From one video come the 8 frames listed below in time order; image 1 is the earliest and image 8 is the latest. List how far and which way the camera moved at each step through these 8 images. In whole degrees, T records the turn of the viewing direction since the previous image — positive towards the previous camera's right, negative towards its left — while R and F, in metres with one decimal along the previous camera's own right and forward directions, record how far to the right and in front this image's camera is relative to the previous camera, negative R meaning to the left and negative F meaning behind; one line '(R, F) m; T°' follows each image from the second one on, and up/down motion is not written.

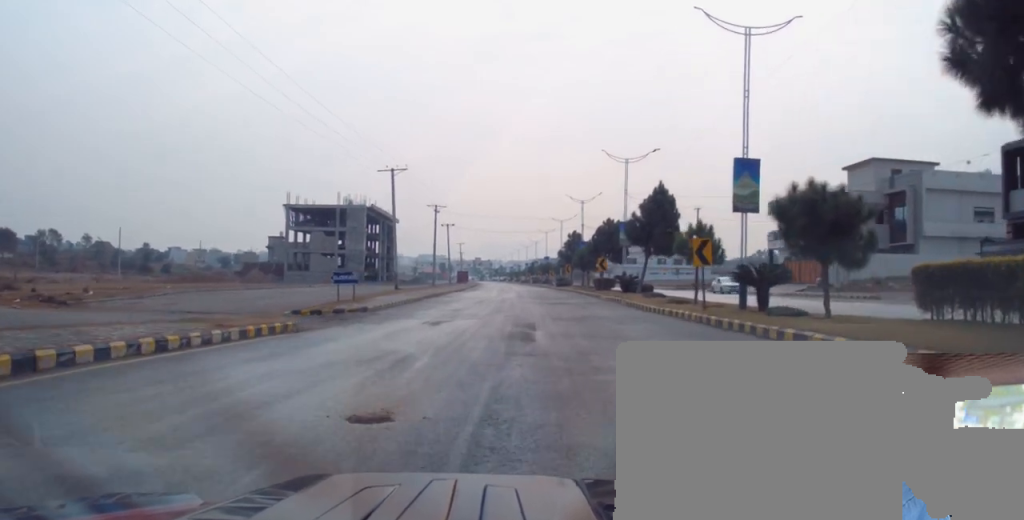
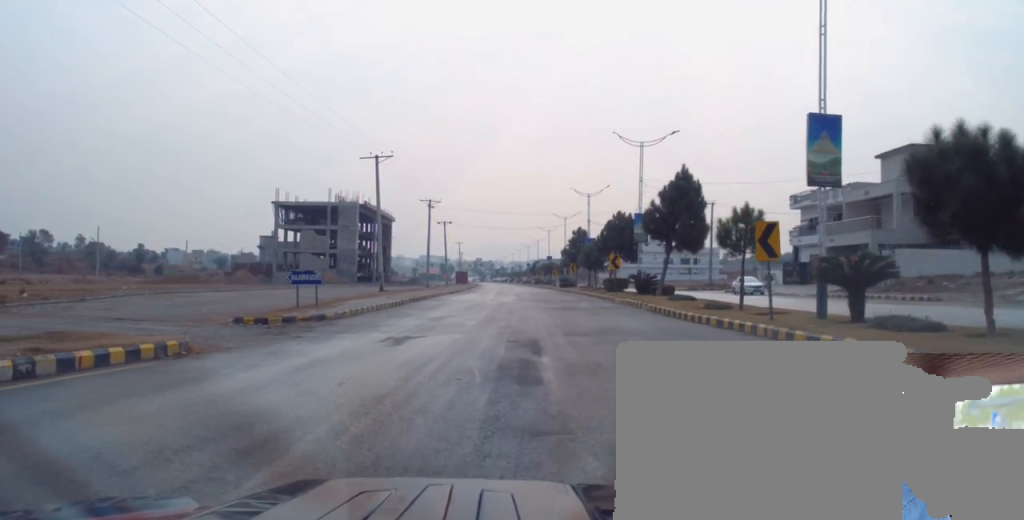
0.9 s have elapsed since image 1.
(0.0, +6.5) m; 0°
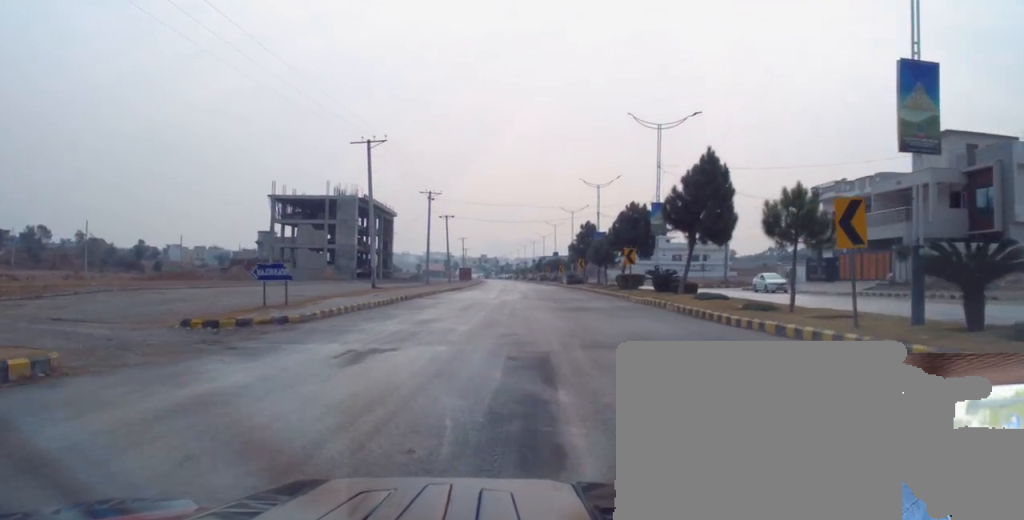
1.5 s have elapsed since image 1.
(+0.1, +4.5) m; 0°
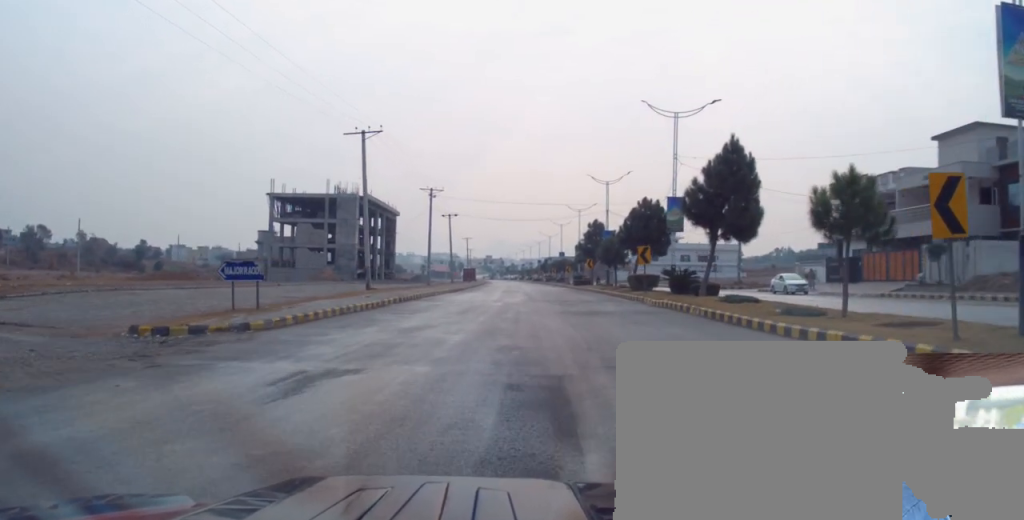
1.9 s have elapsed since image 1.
(-0.1, +3.1) m; -1°
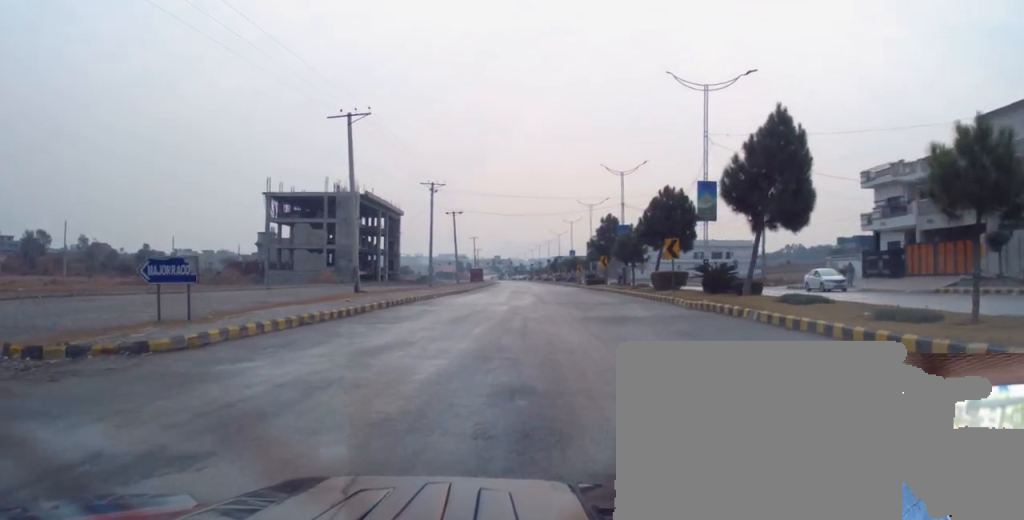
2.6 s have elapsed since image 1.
(-0.1, +5.2) m; -2°
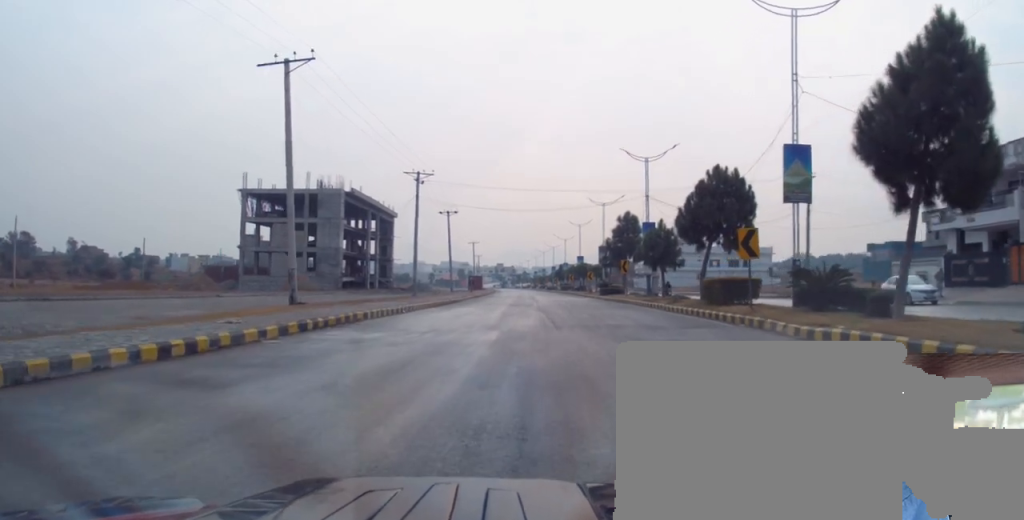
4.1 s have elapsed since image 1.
(0.0, +11.5) m; +1°
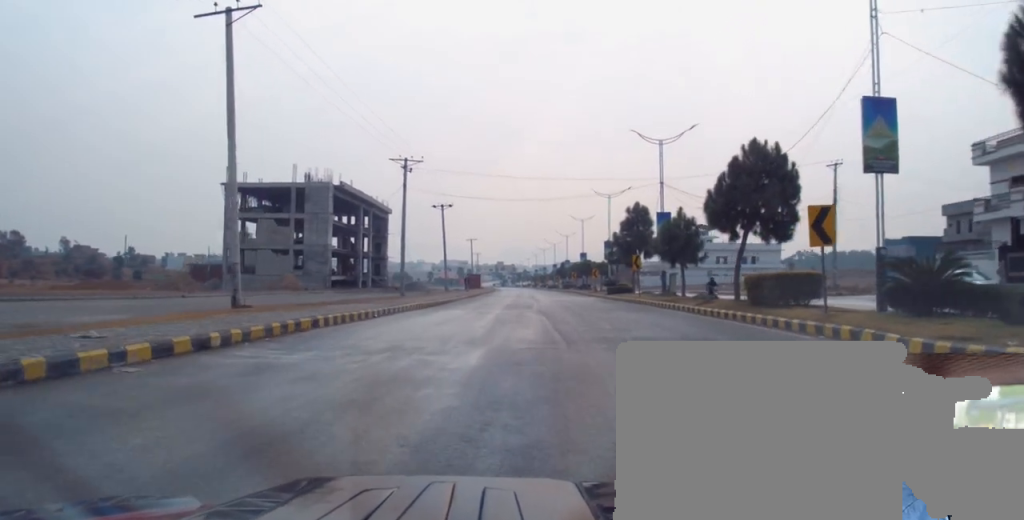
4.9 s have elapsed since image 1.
(0.0, +5.8) m; 0°
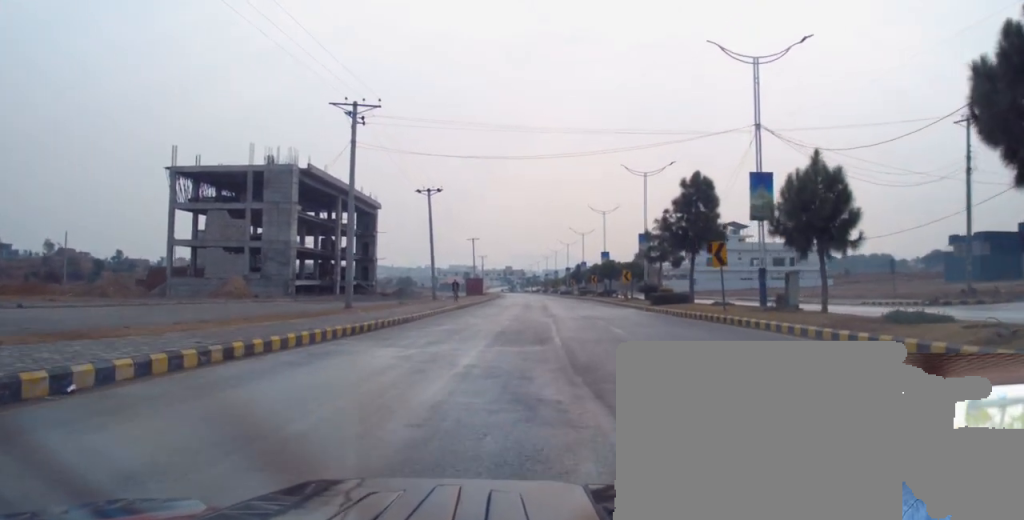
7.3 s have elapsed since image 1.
(-0.8, +18.0) m; -4°
